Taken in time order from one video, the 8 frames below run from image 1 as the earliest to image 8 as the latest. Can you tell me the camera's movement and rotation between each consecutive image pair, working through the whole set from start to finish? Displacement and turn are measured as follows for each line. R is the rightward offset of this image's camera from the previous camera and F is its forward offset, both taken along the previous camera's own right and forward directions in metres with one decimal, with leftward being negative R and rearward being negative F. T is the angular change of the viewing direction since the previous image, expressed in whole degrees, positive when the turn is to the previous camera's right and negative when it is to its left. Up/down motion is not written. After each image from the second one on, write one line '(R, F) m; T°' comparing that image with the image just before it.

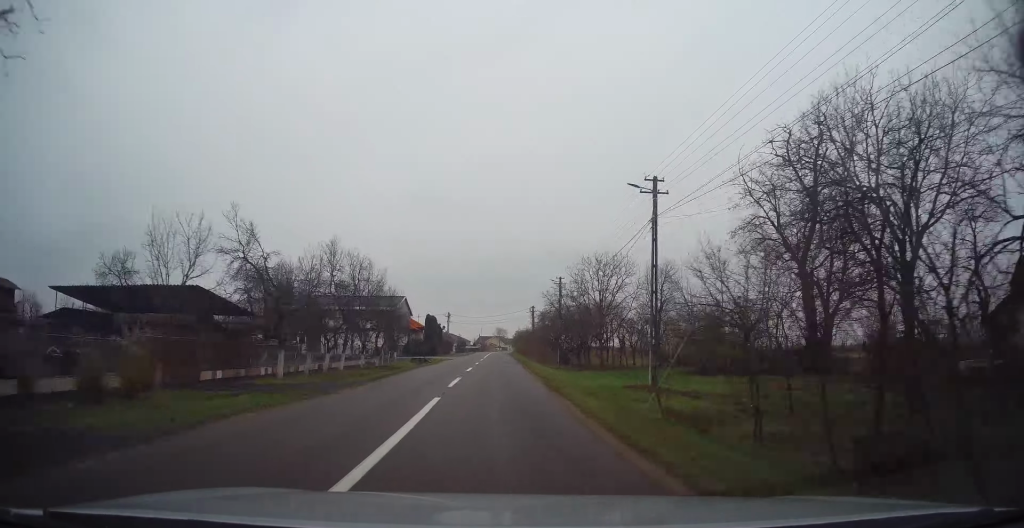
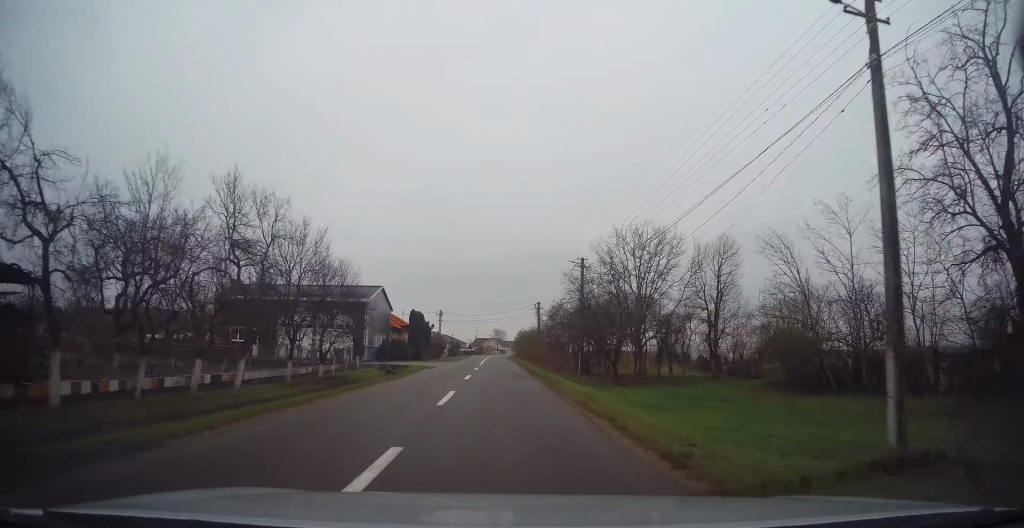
(0.0, +12.7) m; 0°
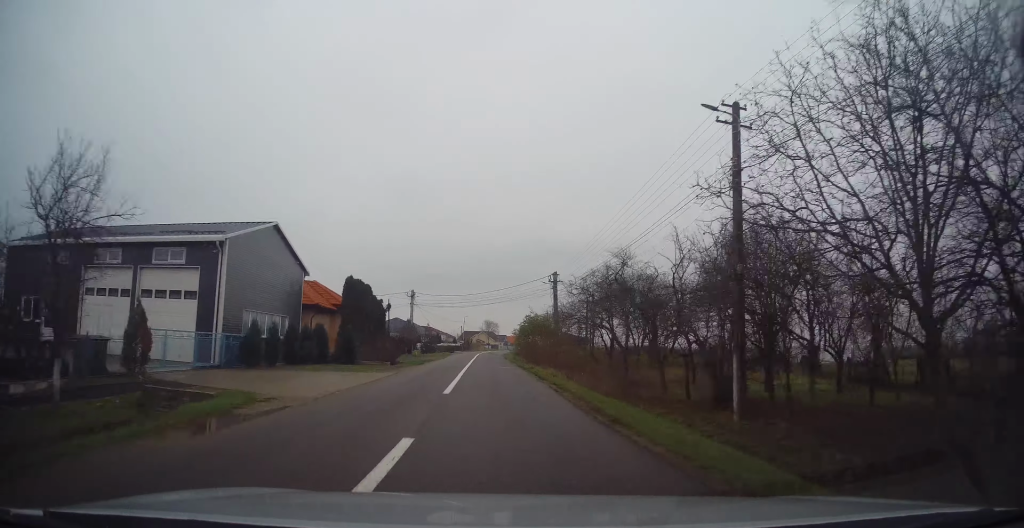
(0.0, +25.4) m; +1°
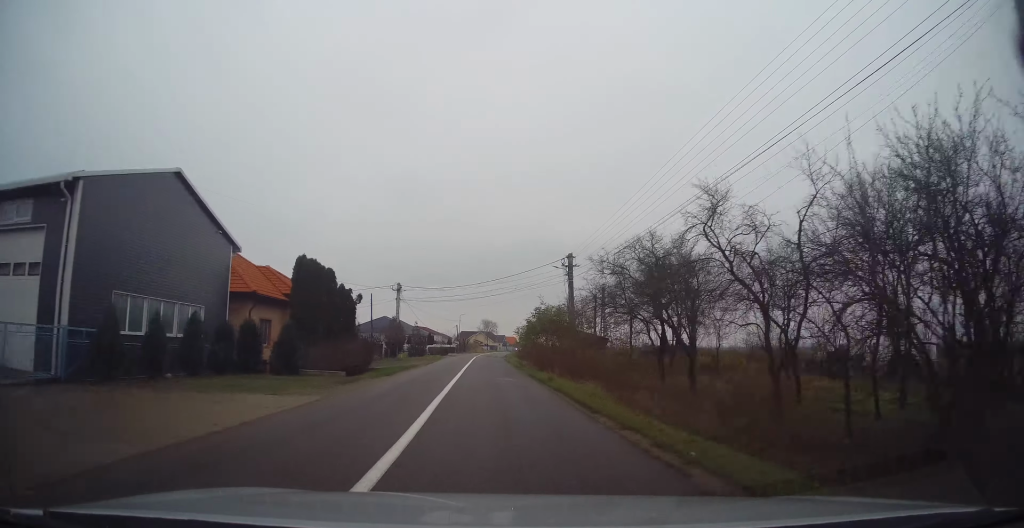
(+0.1, +9.2) m; 0°
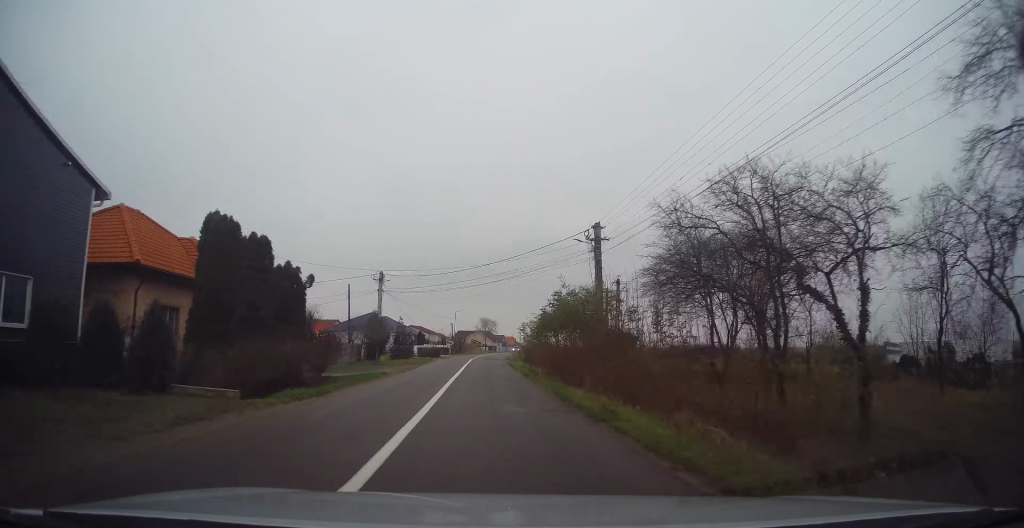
(+0.2, +8.8) m; 0°
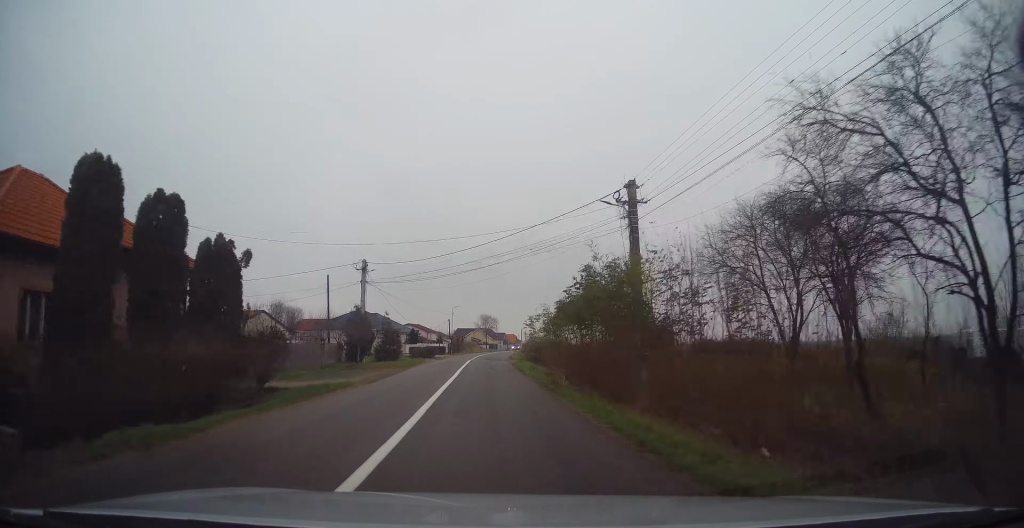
(-0.1, +6.6) m; 0°
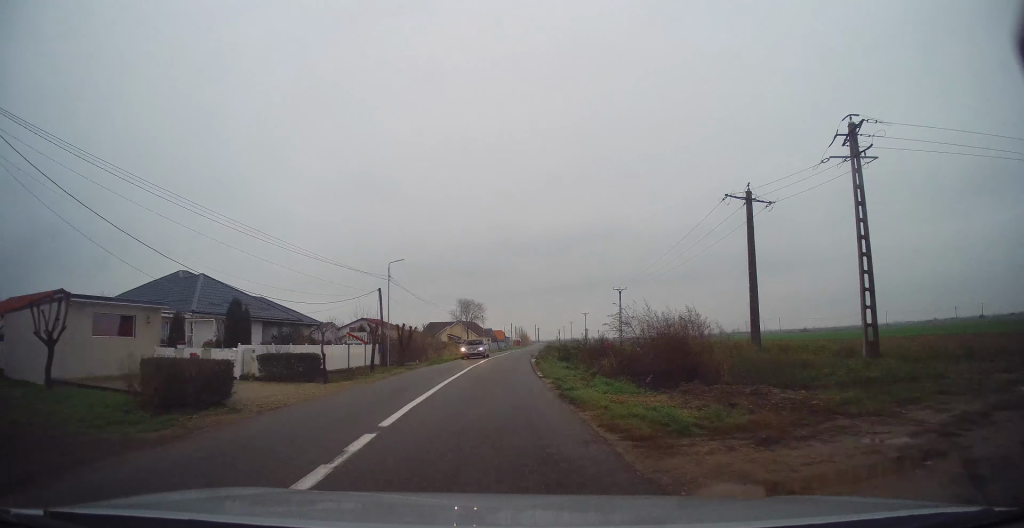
(+0.7, +41.2) m; +4°
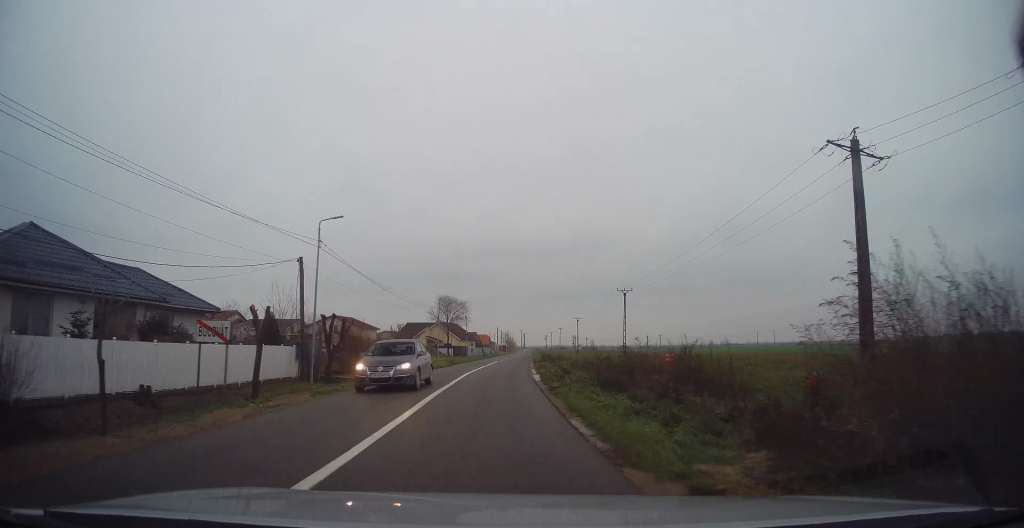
(+0.4, +12.1) m; +1°
